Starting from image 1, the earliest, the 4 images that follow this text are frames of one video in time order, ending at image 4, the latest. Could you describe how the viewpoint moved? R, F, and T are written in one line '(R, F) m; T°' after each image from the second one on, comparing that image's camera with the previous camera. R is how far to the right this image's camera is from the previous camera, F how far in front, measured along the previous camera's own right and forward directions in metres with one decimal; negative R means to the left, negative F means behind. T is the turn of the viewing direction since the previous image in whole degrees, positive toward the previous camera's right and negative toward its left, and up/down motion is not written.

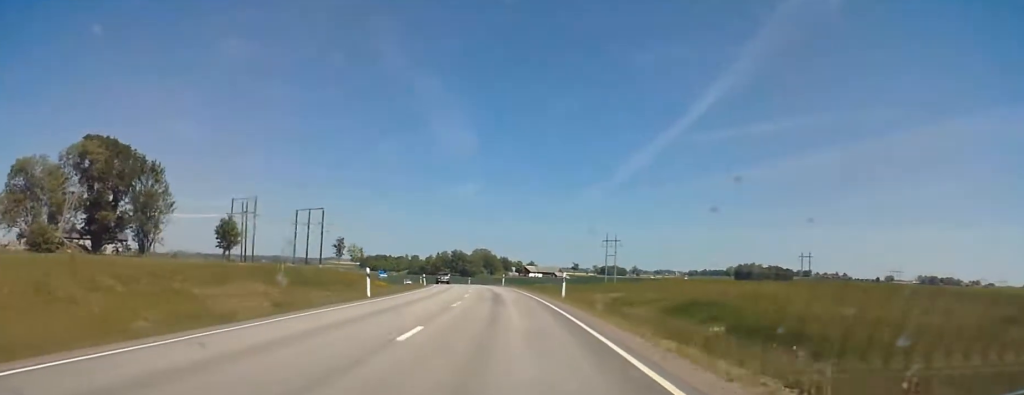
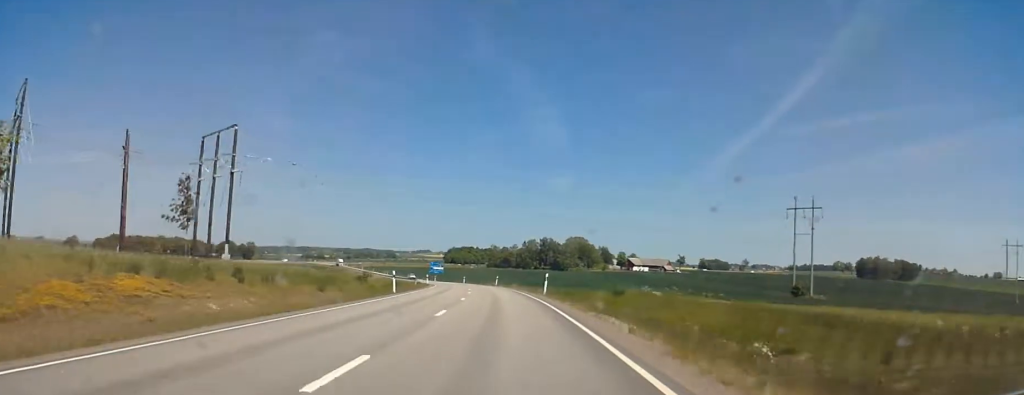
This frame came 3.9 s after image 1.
(-3.3, +88.6) m; -3°
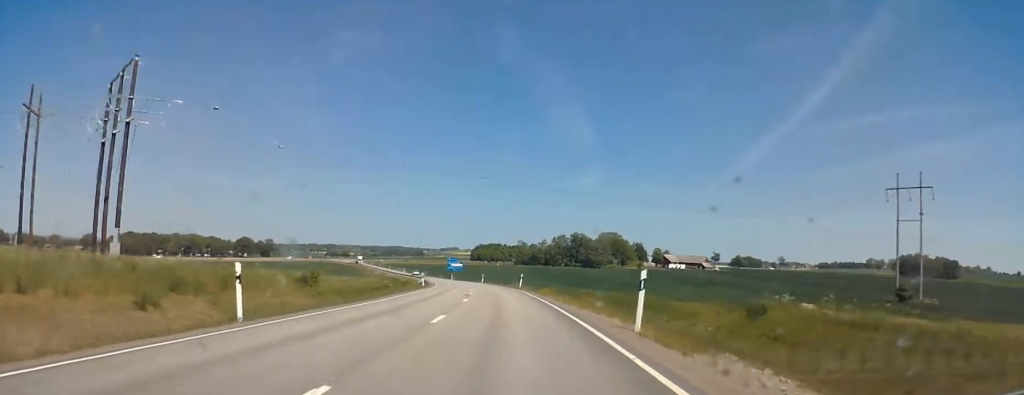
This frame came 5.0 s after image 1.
(-1.3, +26.3) m; -6°
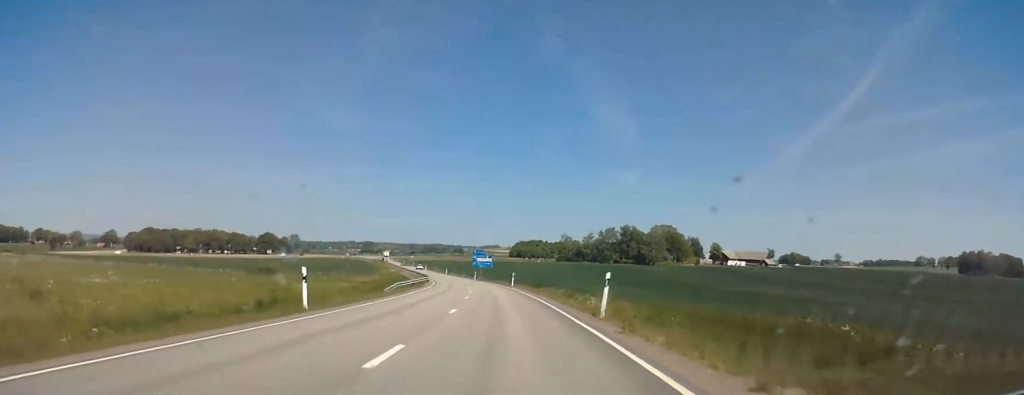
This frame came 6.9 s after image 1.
(-2.2, +43.7) m; -3°
